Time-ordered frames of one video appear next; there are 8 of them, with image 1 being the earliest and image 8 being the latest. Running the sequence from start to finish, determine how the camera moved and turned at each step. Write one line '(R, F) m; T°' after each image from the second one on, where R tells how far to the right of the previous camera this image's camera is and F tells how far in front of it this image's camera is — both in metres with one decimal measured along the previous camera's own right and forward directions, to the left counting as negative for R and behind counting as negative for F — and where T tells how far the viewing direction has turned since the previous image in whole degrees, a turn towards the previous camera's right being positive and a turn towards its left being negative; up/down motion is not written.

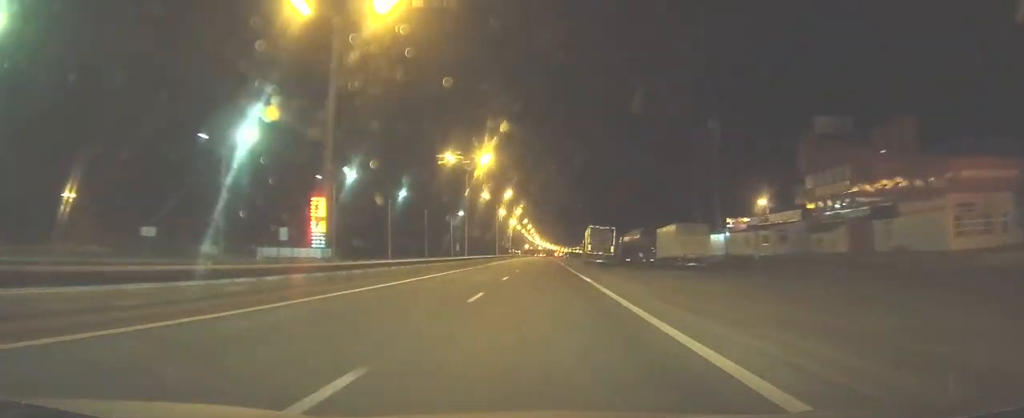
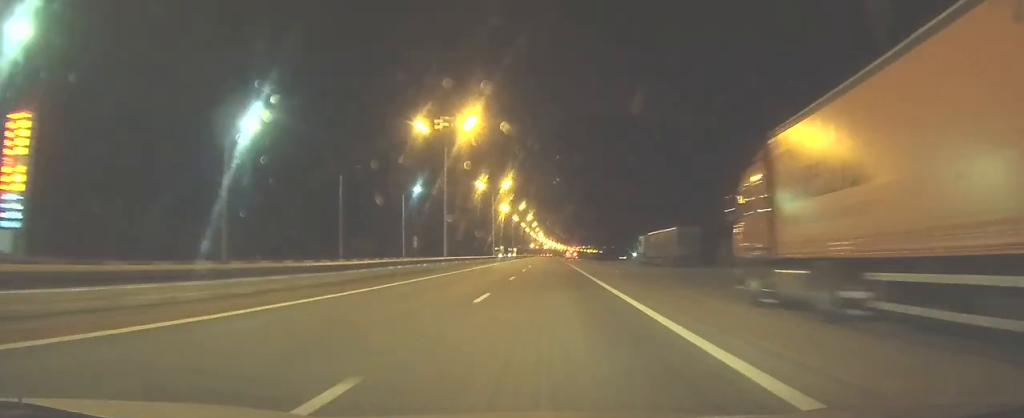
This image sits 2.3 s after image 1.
(+0.2, +59.3) m; 0°
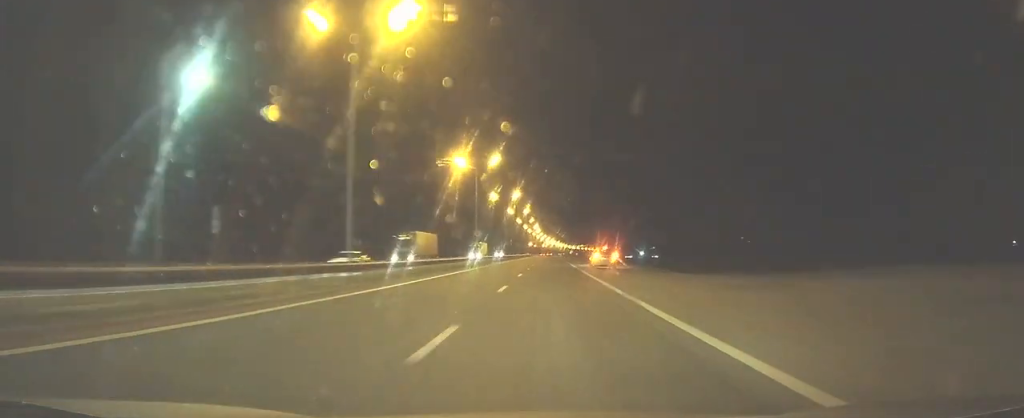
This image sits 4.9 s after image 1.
(-0.1, +66.7) m; 0°
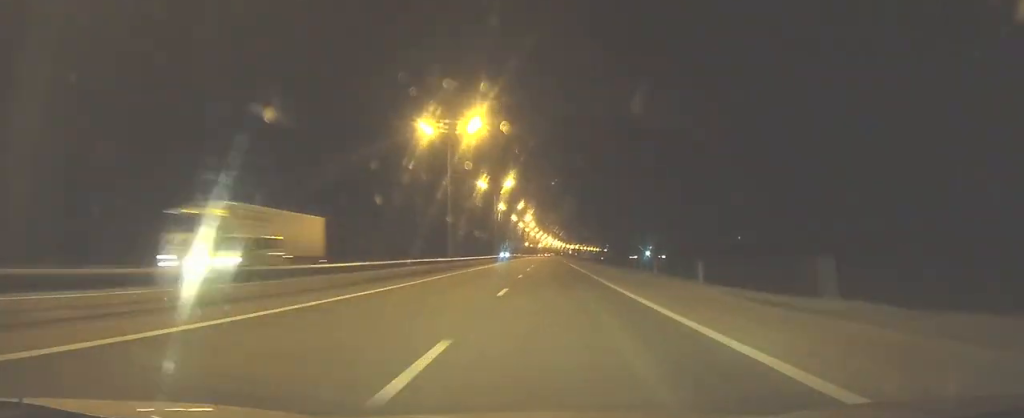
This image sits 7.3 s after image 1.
(+0.3, +61.7) m; 0°
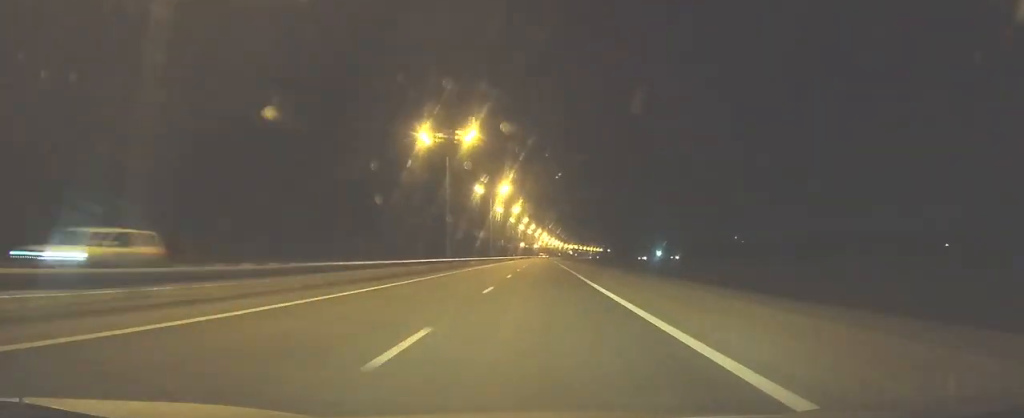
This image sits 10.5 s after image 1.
(+0.5, +82.9) m; 0°
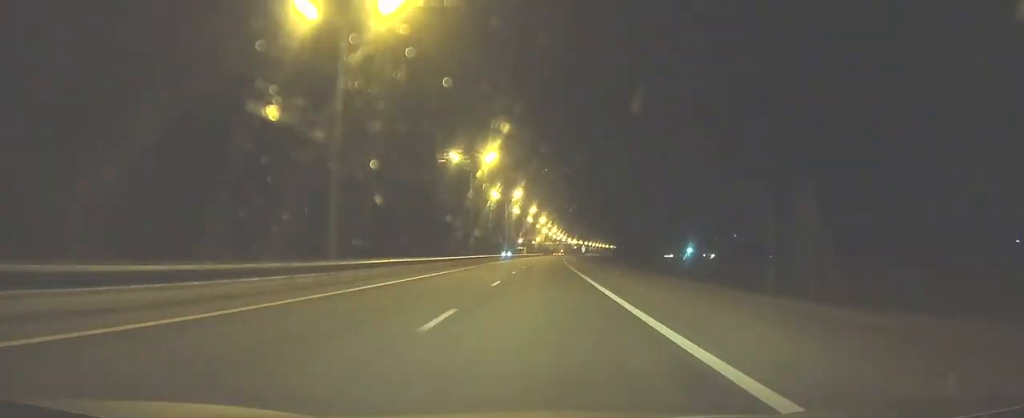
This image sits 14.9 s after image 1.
(-0.1, +116.0) m; 0°
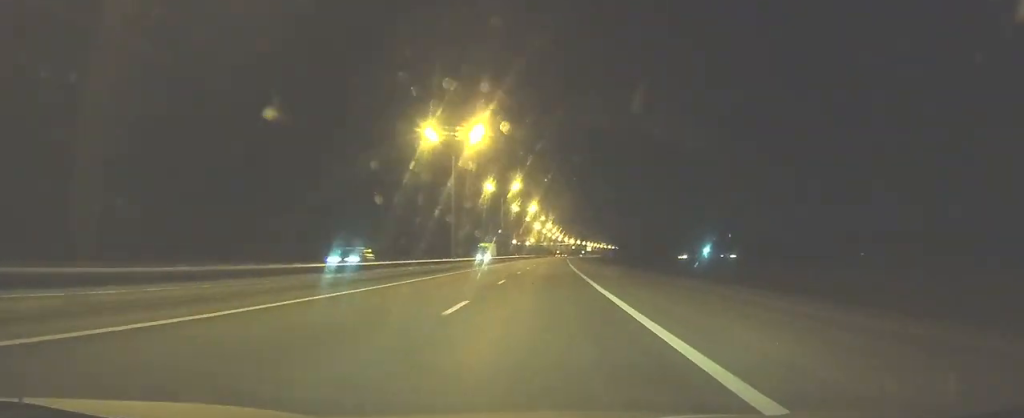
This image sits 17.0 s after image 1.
(+0.3, +56.4) m; +1°
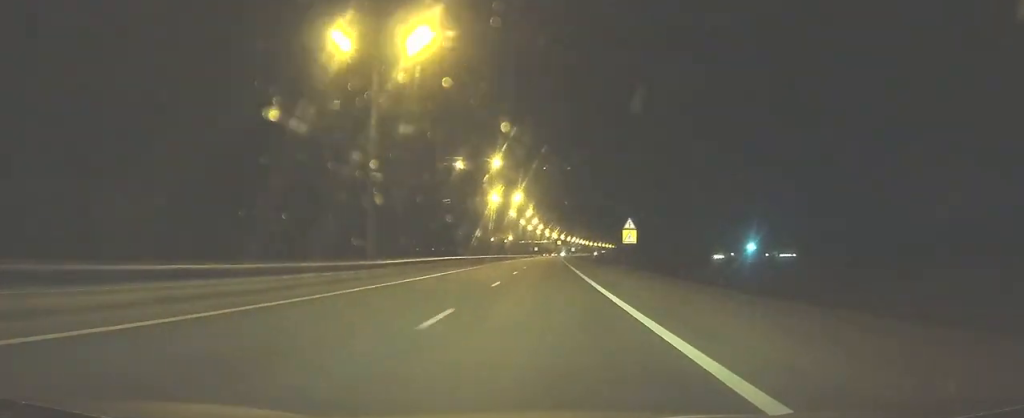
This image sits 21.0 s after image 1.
(+1.1, +108.4) m; +1°
